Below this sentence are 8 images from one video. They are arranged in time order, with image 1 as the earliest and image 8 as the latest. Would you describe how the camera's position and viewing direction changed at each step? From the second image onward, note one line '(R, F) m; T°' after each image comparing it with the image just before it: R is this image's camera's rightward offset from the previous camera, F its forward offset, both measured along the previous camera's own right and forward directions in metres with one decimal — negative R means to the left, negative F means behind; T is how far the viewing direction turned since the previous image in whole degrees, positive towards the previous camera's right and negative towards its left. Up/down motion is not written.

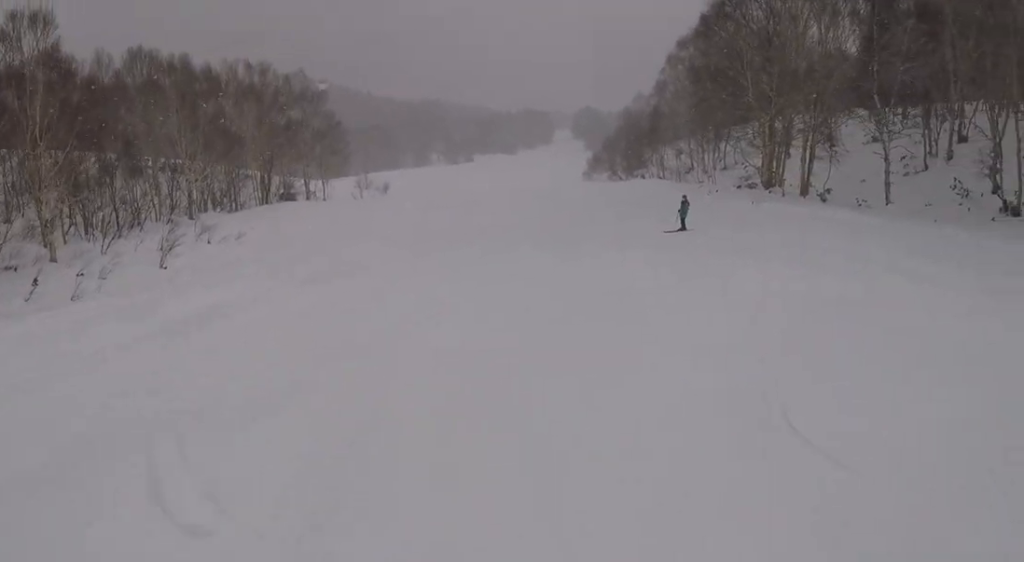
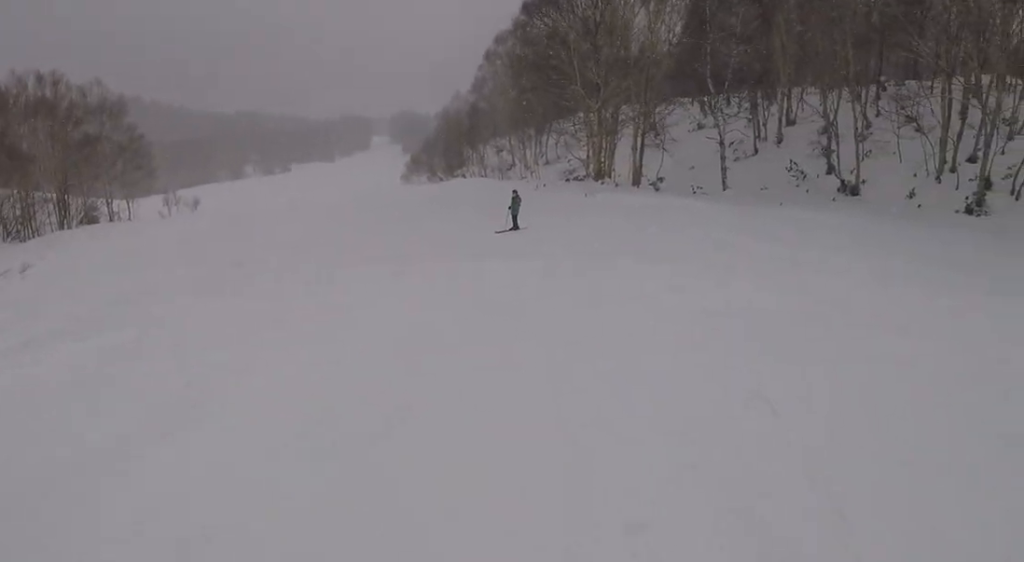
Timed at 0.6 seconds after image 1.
(-0.3, +2.7) m; +13°
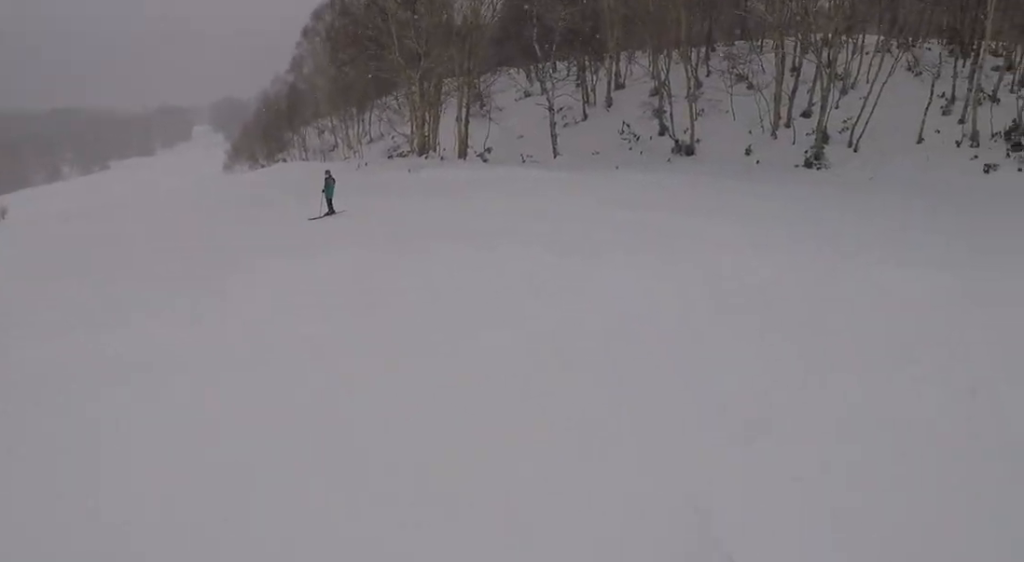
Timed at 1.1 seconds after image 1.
(+1.1, +2.2) m; +10°
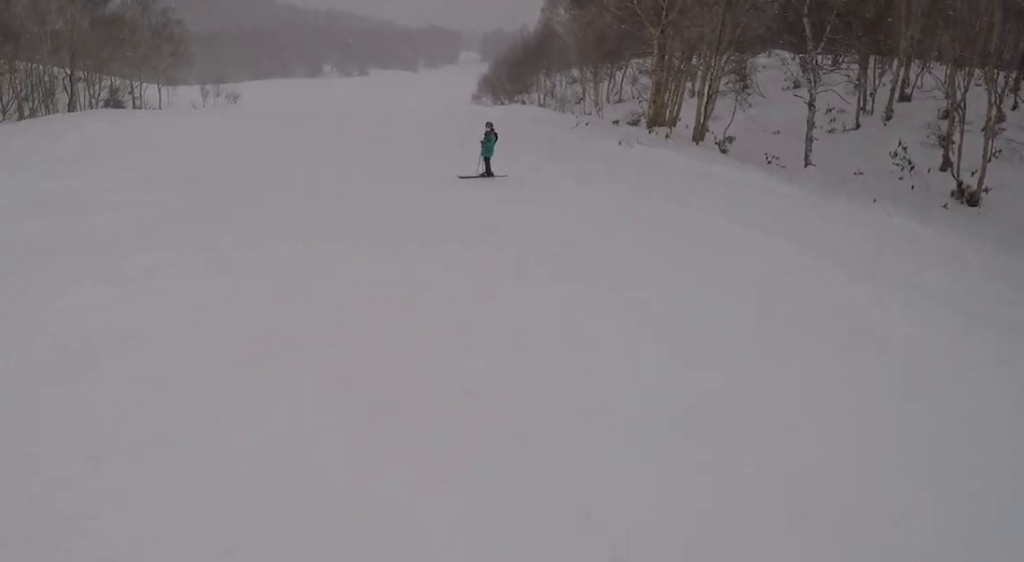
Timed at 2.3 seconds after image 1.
(+0.5, +6.4) m; -22°
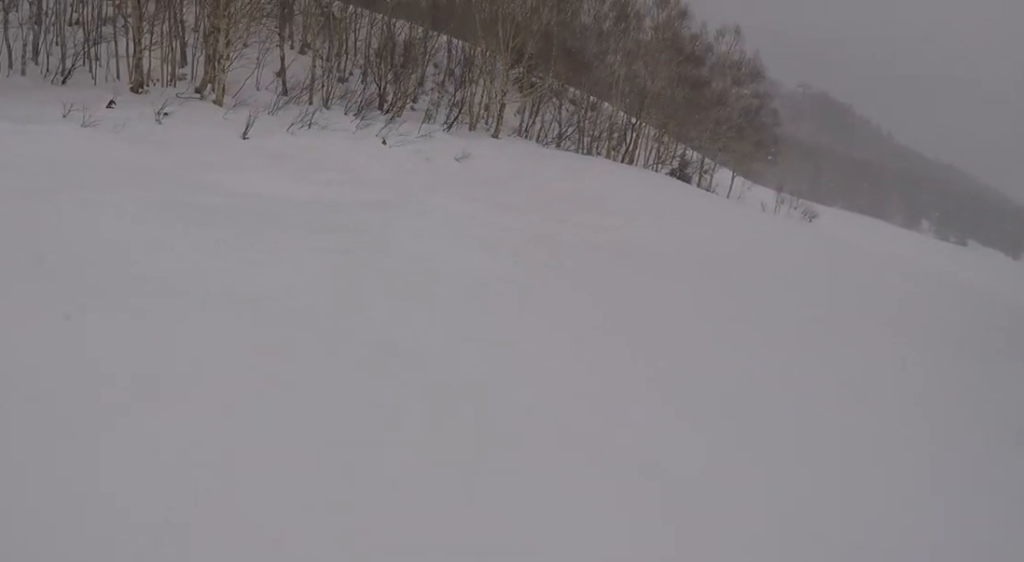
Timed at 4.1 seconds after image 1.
(-3.7, +7.4) m; -30°
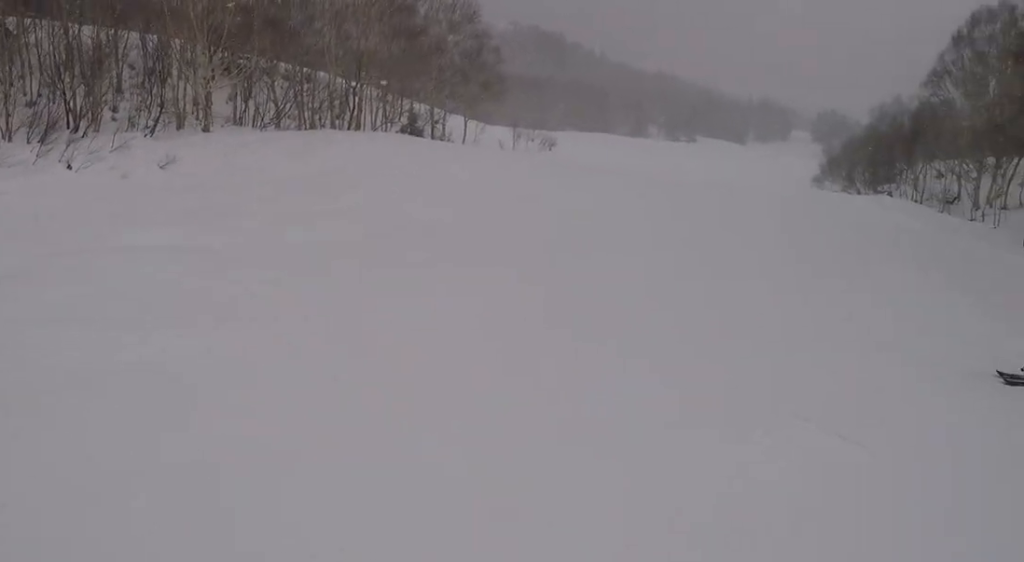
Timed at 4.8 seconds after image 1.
(0.0, +3.2) m; +7°
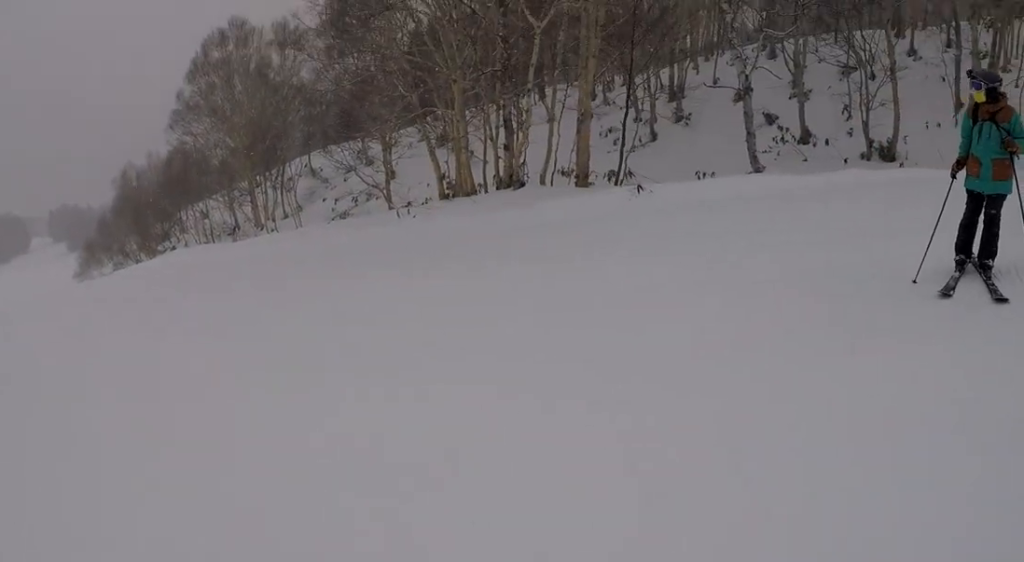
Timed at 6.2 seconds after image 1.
(+1.5, +5.3) m; +35°
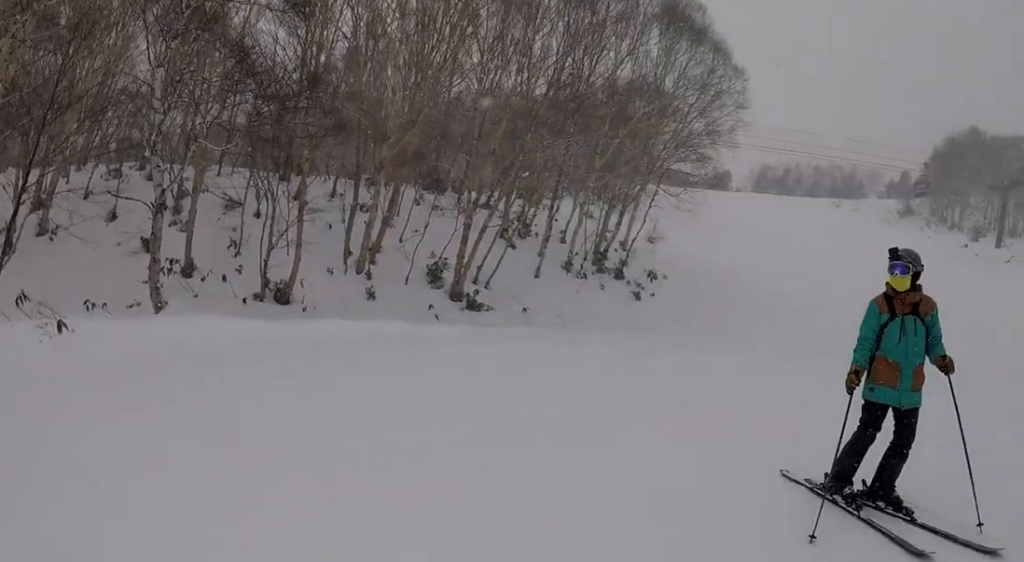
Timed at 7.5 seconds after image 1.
(+0.7, +4.6) m; +23°
